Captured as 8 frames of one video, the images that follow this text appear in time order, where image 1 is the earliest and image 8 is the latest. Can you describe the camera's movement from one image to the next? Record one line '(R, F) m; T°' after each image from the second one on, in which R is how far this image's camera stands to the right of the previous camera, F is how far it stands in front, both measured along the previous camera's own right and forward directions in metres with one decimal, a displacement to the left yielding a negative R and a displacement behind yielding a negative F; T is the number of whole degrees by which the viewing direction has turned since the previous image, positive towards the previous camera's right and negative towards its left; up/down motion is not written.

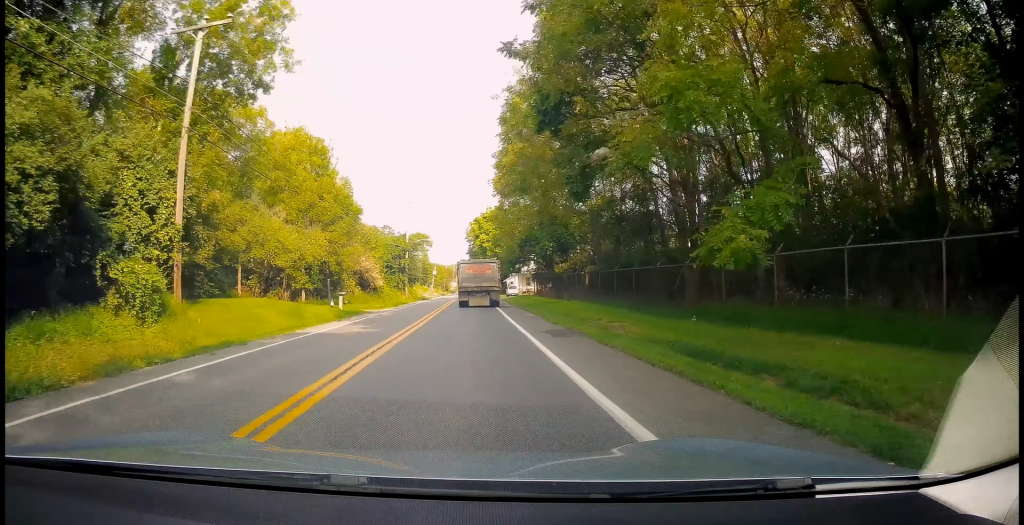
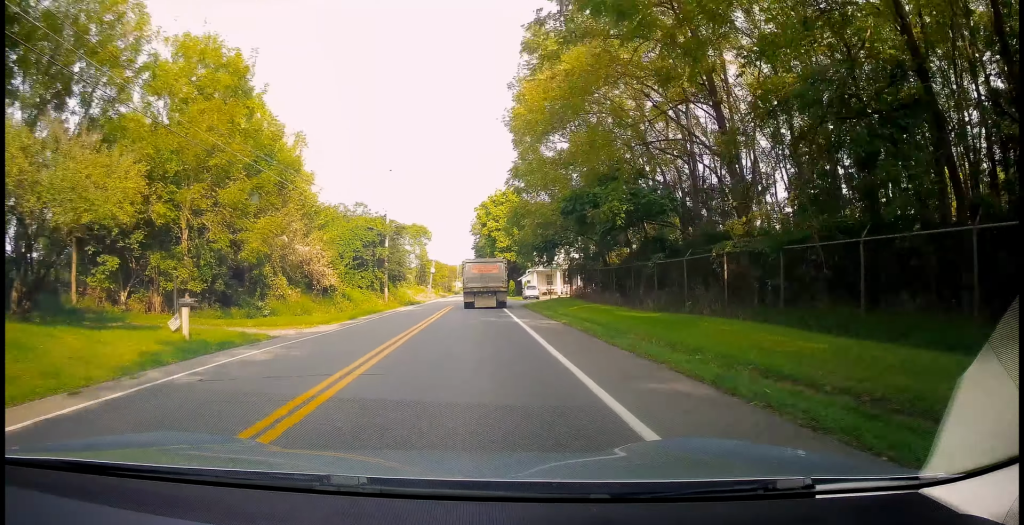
(0.0, +19.0) m; 0°
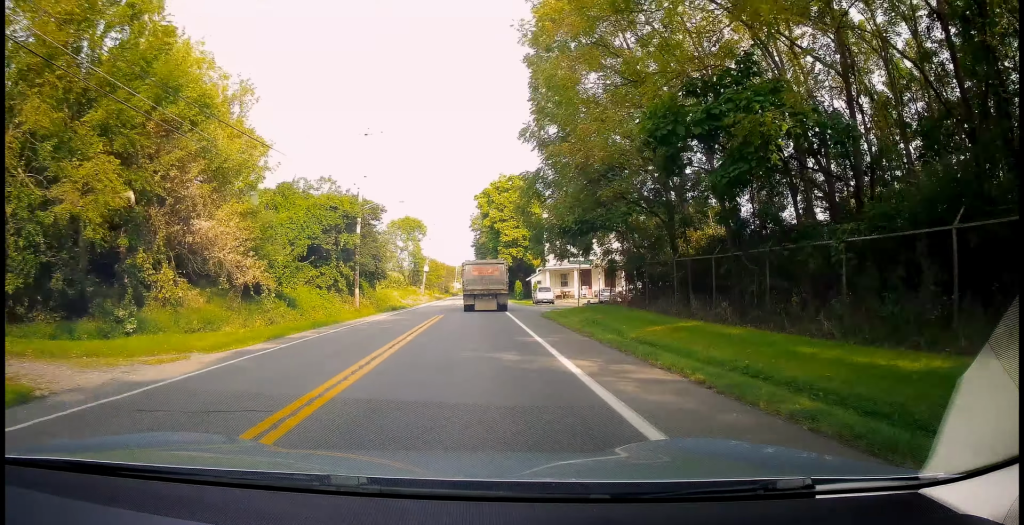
(0.0, +12.0) m; 0°
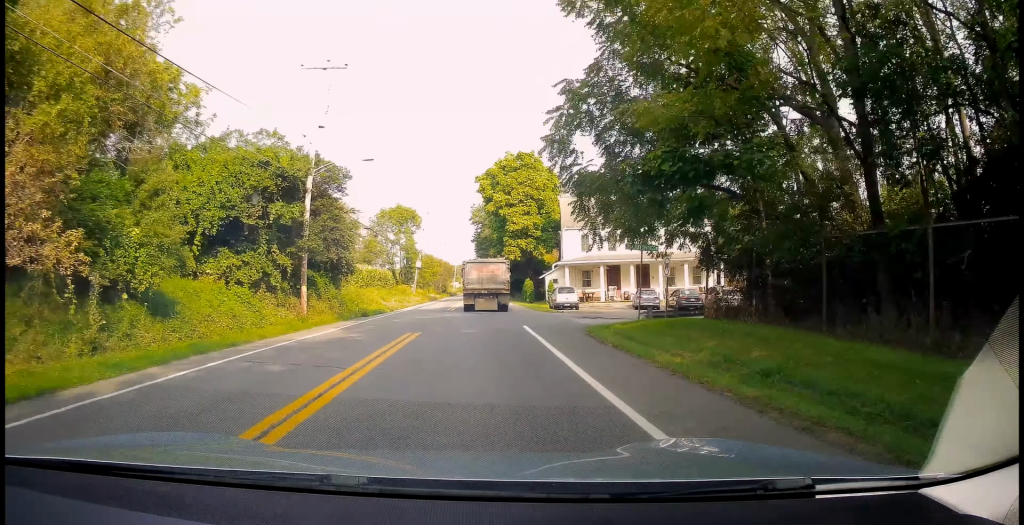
(0.0, +11.9) m; 0°
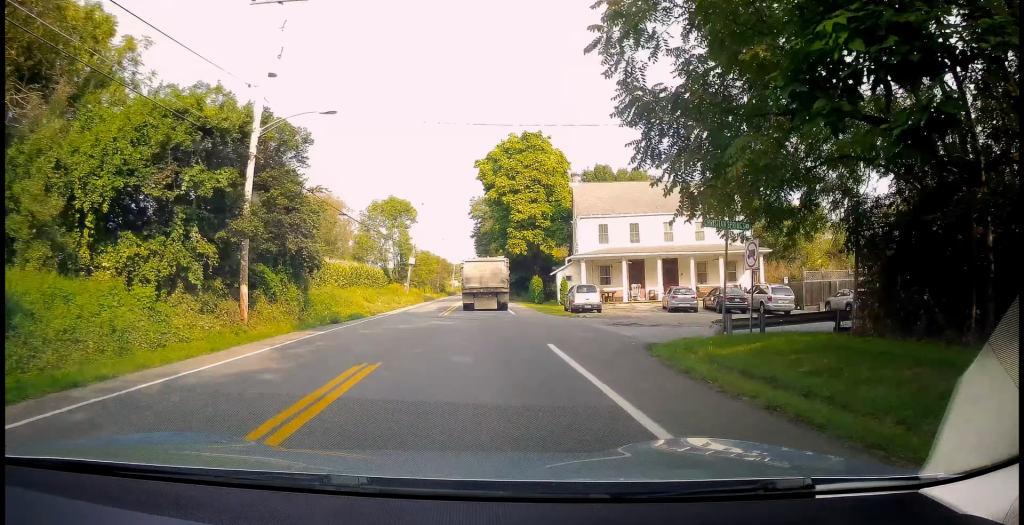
(0.0, +6.9) m; +1°
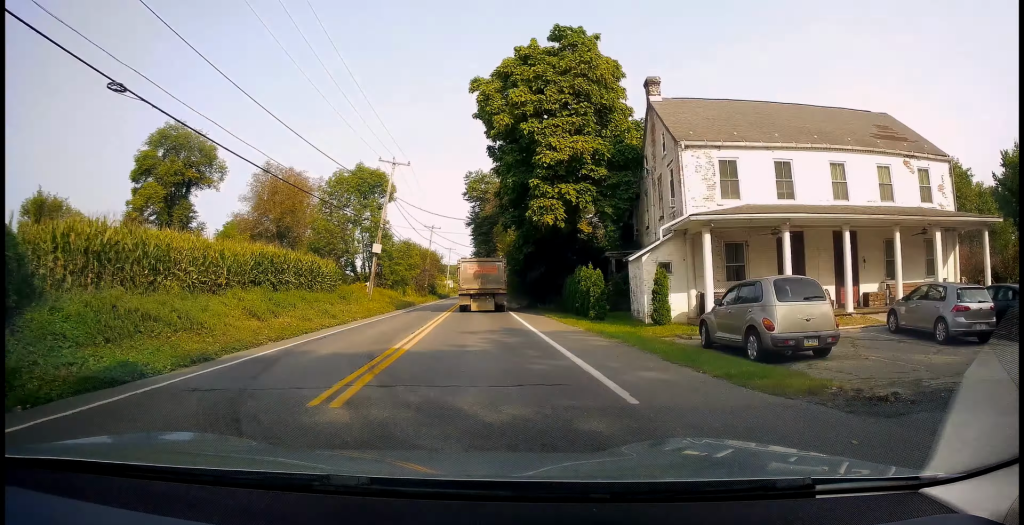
(+0.4, +21.4) m; 0°
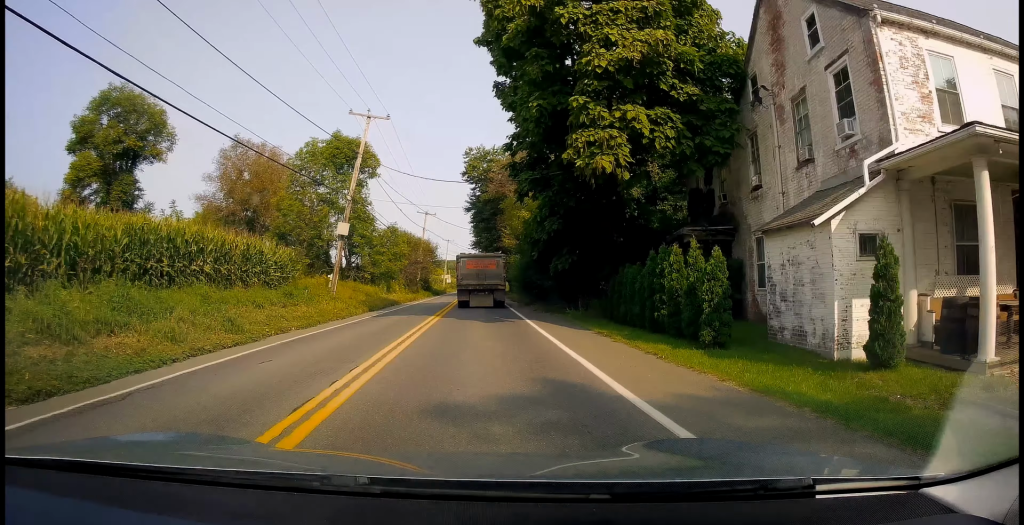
(-0.2, +11.0) m; -1°
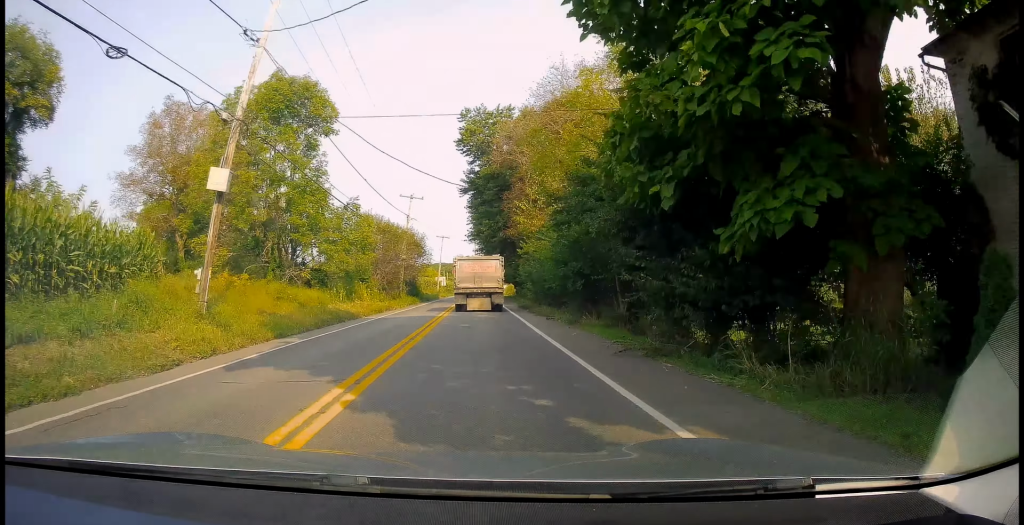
(+0.1, +16.1) m; +1°
